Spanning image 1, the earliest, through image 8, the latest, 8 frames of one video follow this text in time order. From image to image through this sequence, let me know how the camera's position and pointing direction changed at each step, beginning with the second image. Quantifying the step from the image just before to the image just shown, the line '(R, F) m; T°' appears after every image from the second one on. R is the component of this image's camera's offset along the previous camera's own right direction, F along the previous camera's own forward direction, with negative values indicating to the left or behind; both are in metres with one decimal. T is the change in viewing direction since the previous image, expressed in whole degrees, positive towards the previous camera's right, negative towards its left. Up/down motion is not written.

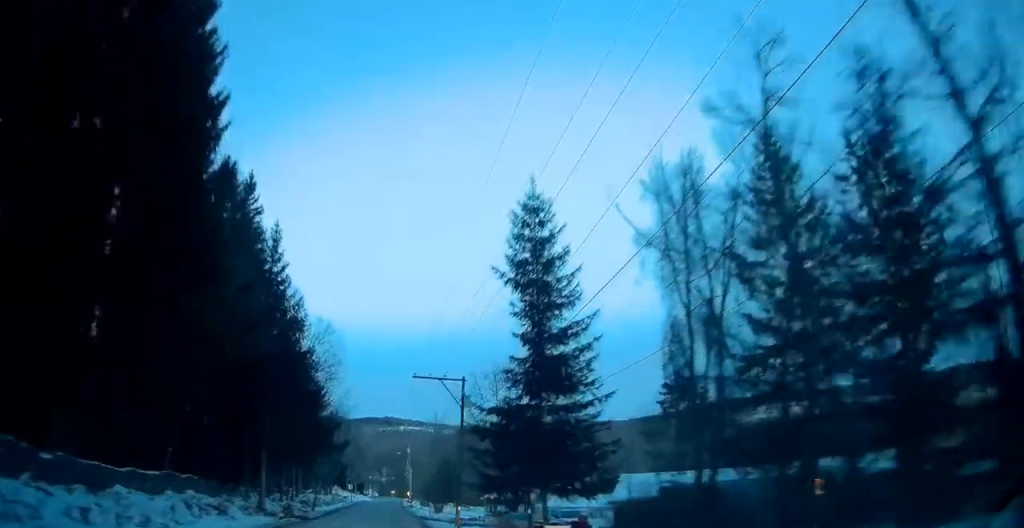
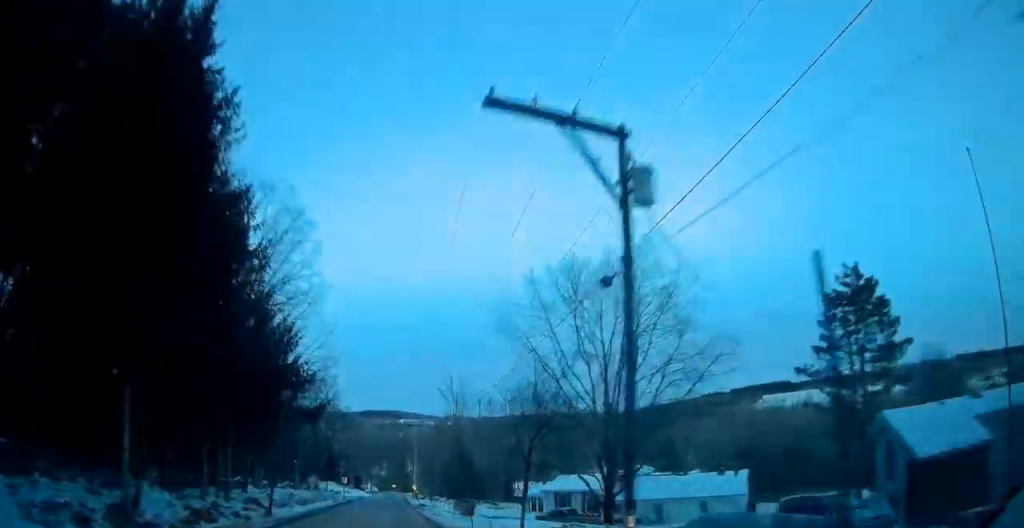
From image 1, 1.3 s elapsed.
(0.0, +22.3) m; -1°
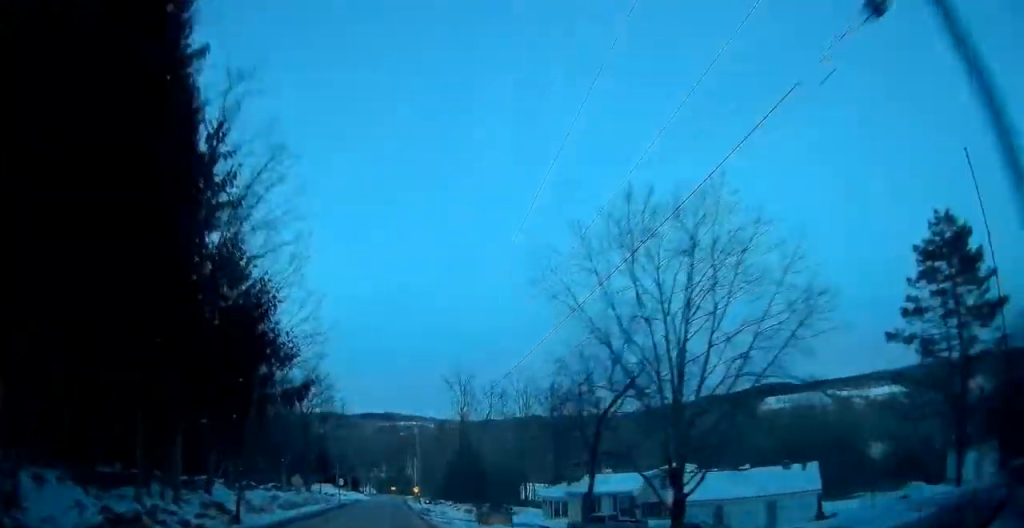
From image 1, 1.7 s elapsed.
(-0.2, +8.0) m; 0°
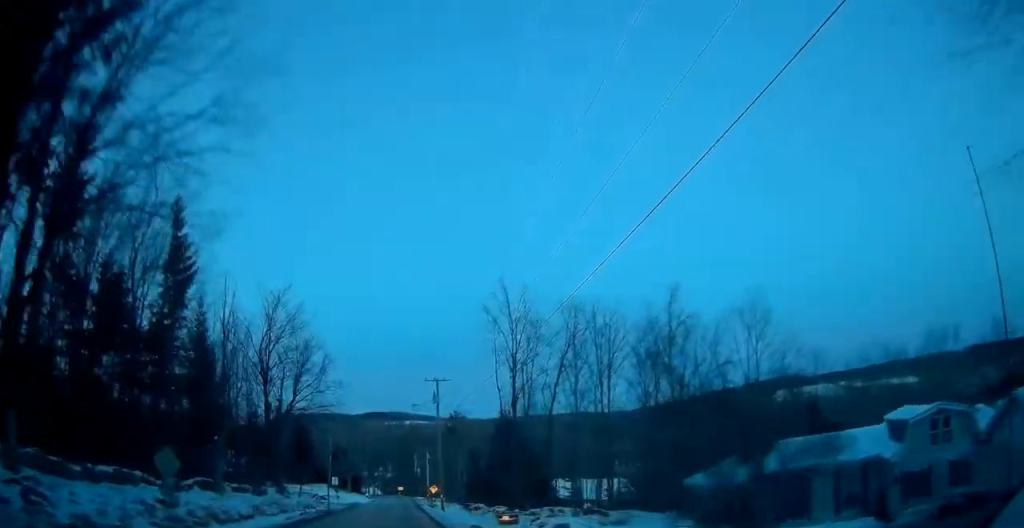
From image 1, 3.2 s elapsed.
(+0.3, +25.0) m; +1°
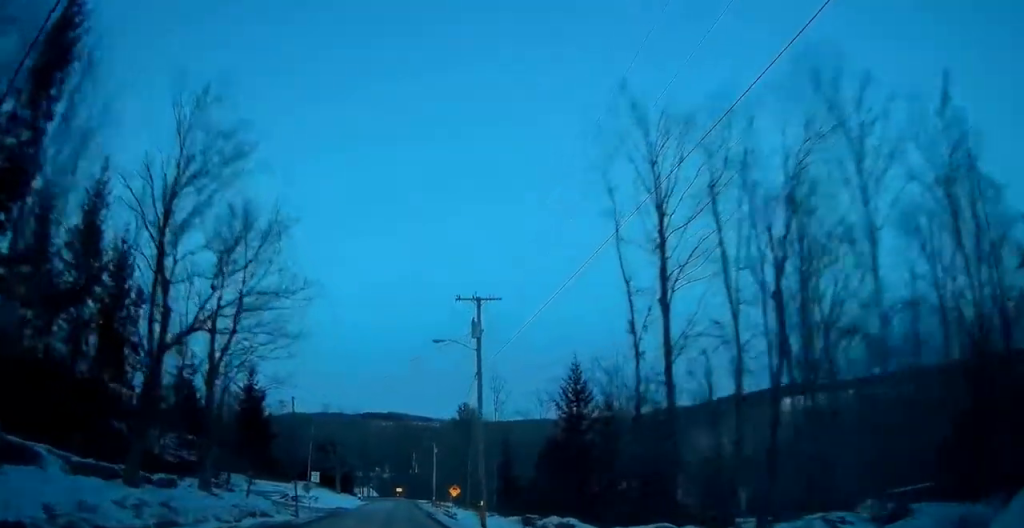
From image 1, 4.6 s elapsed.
(-0.1, +22.3) m; 0°
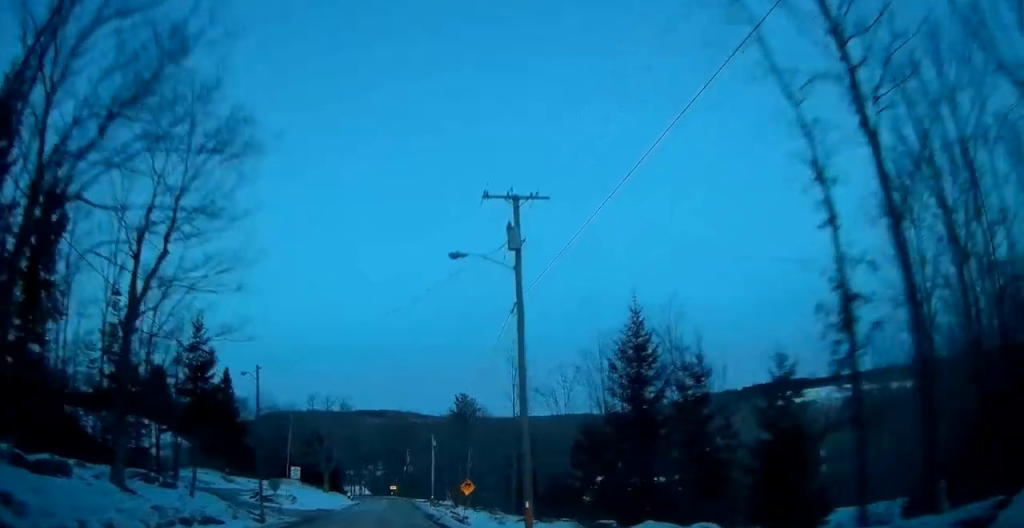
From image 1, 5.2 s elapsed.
(0.0, +10.6) m; 0°
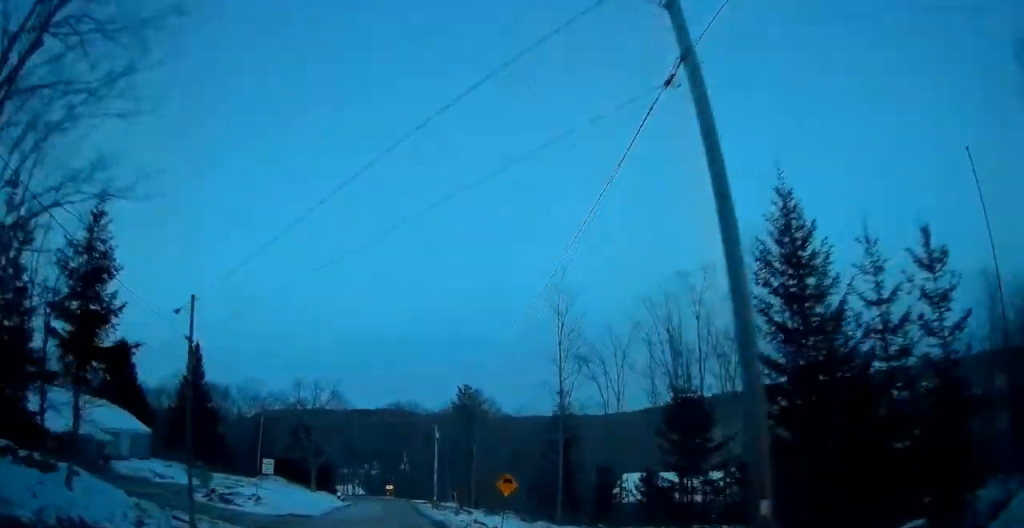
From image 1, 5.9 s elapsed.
(0.0, +12.2) m; 0°
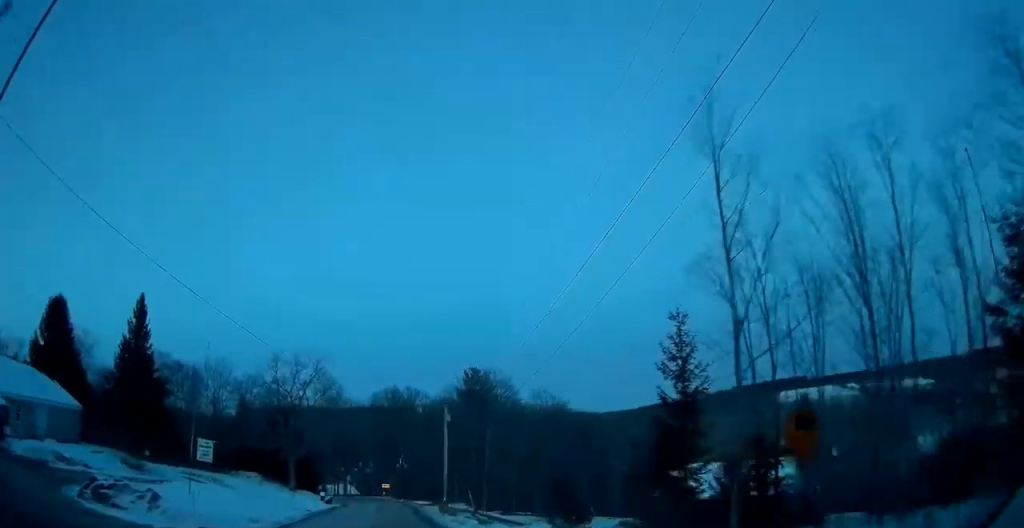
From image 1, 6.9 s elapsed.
(0.0, +16.3) m; +1°
